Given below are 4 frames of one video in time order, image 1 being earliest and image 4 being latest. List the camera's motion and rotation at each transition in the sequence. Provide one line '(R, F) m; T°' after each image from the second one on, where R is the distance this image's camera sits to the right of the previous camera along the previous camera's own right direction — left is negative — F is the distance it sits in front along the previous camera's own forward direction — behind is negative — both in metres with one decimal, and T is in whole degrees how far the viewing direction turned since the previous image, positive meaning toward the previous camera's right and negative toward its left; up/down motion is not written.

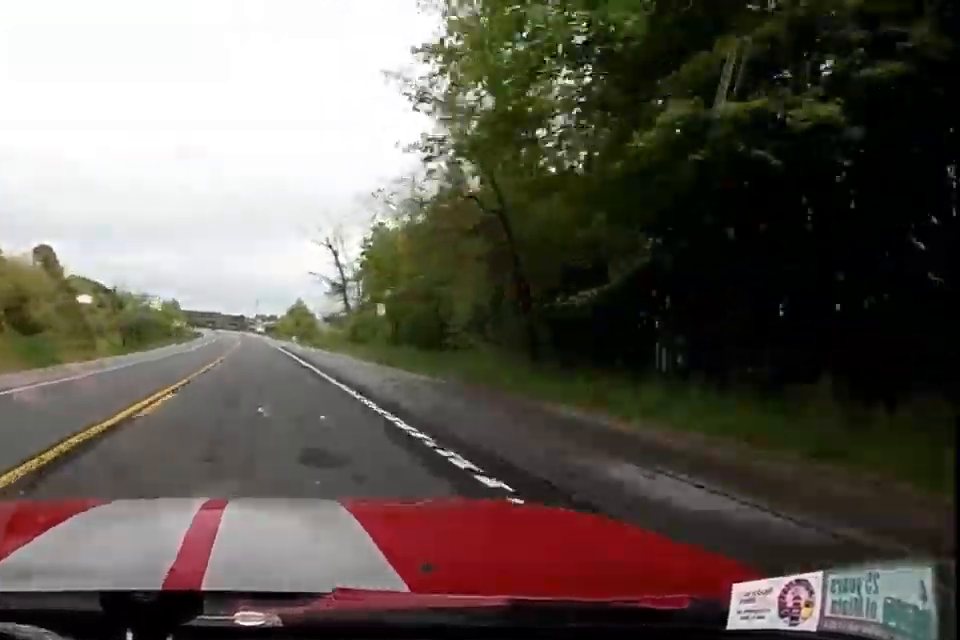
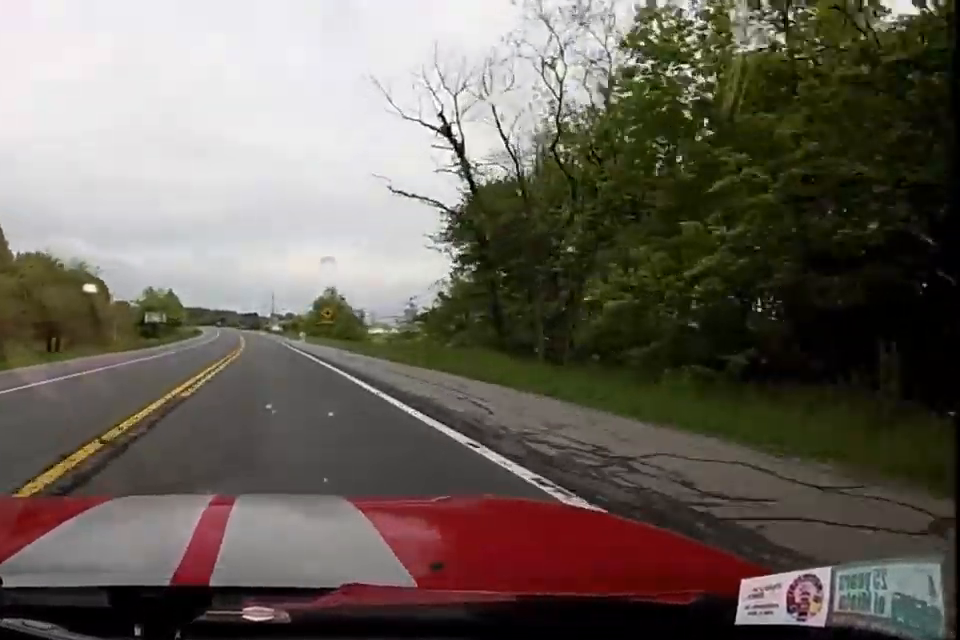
(0.0, +35.6) m; -2°
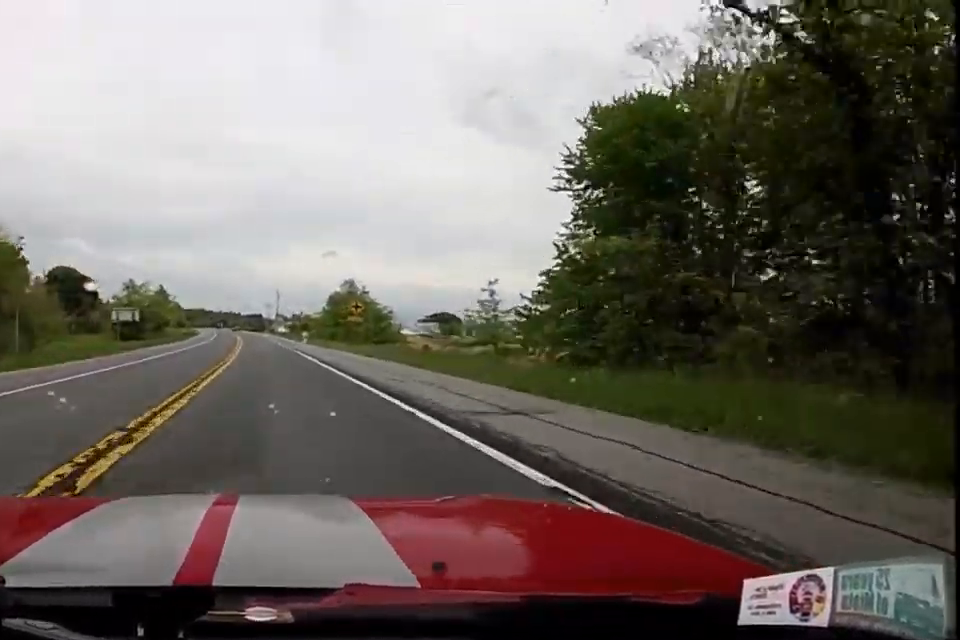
(-0.5, +17.5) m; 0°
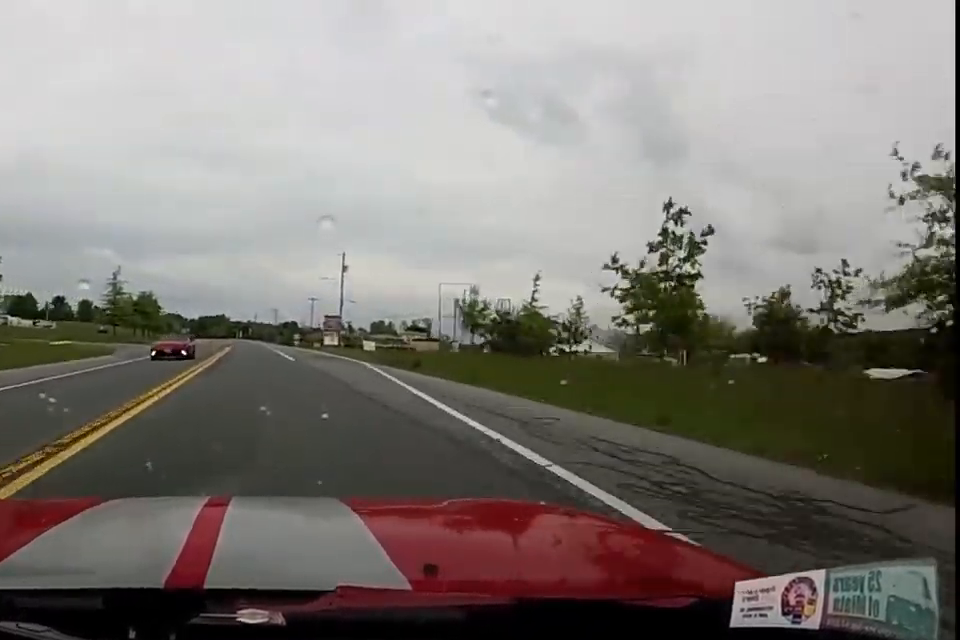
(-5.8, +94.4) m; -6°
